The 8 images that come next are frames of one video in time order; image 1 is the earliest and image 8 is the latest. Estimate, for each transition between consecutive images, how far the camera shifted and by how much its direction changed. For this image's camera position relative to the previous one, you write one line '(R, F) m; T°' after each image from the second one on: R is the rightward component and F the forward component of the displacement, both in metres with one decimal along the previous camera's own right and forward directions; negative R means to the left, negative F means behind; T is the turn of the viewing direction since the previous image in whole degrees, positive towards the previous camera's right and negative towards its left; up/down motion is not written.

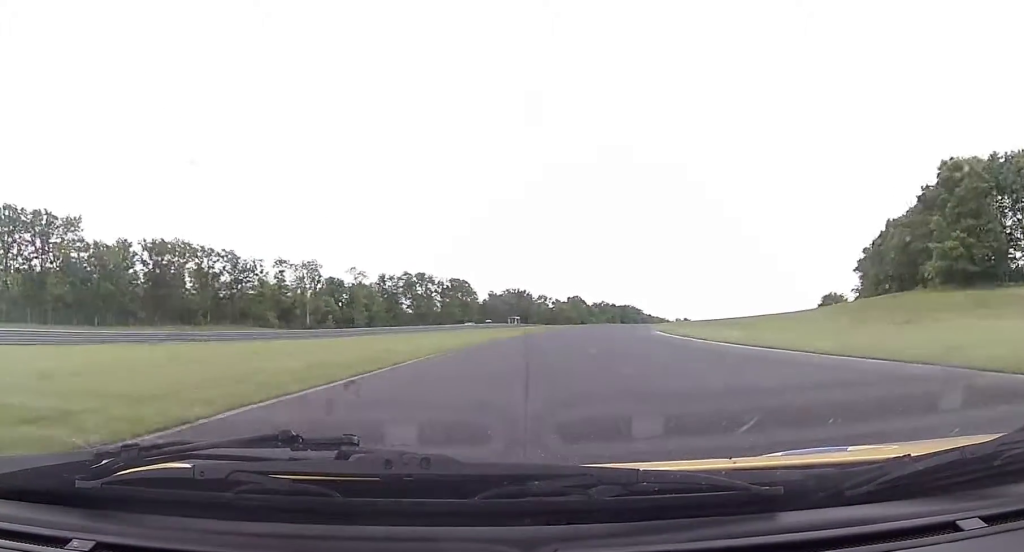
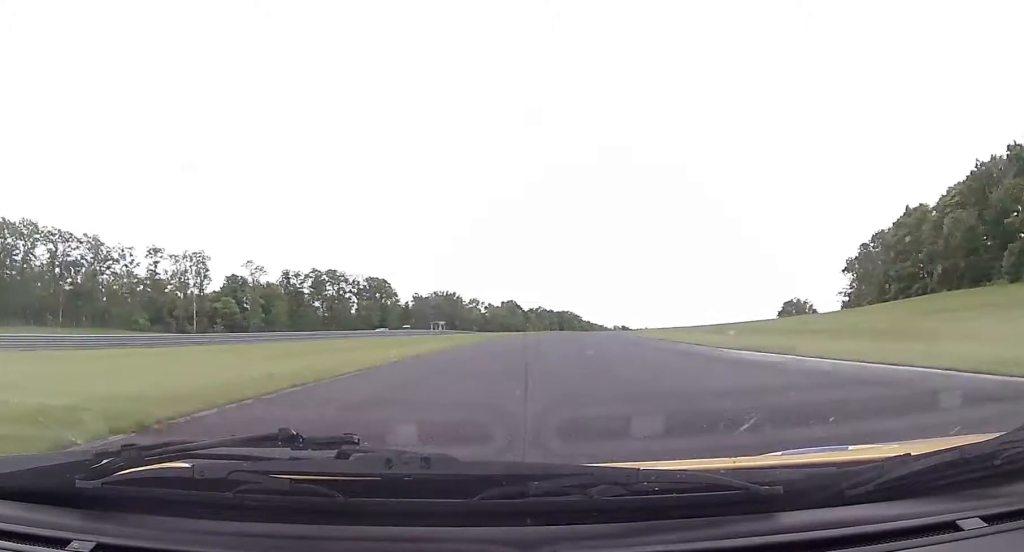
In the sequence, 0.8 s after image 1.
(+1.0, +31.1) m; +5°
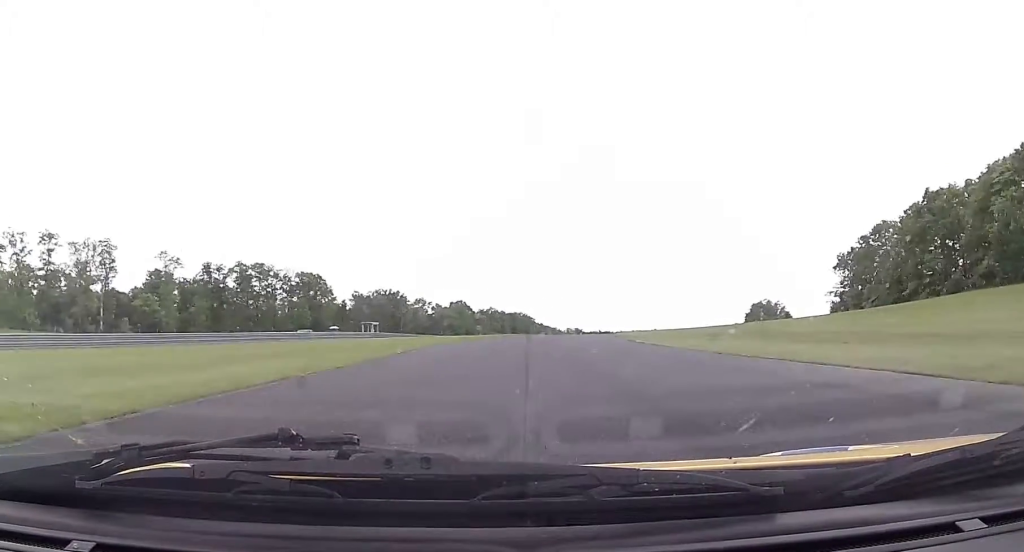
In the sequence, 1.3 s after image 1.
(+1.1, +20.1) m; +3°
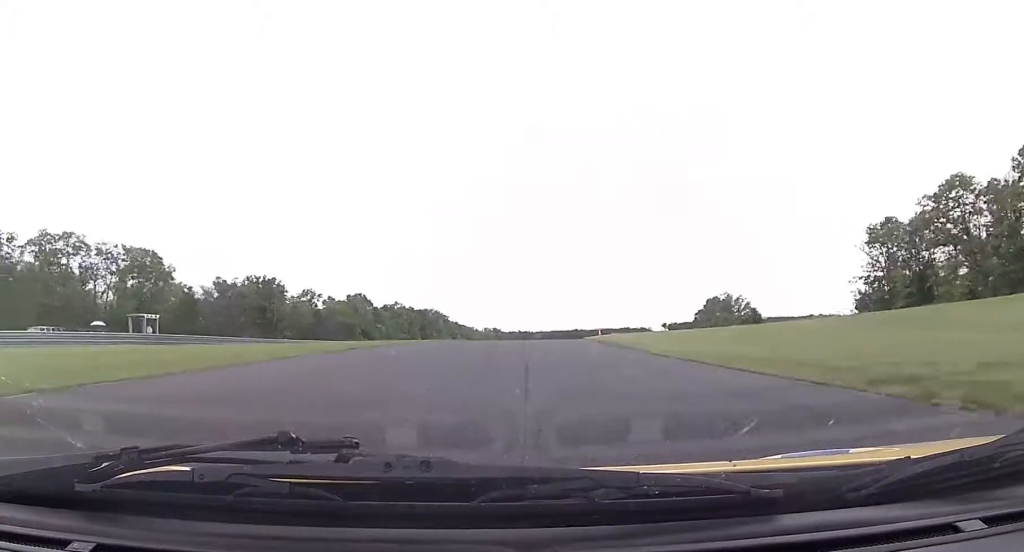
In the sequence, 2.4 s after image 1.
(+2.7, +47.0) m; +7°
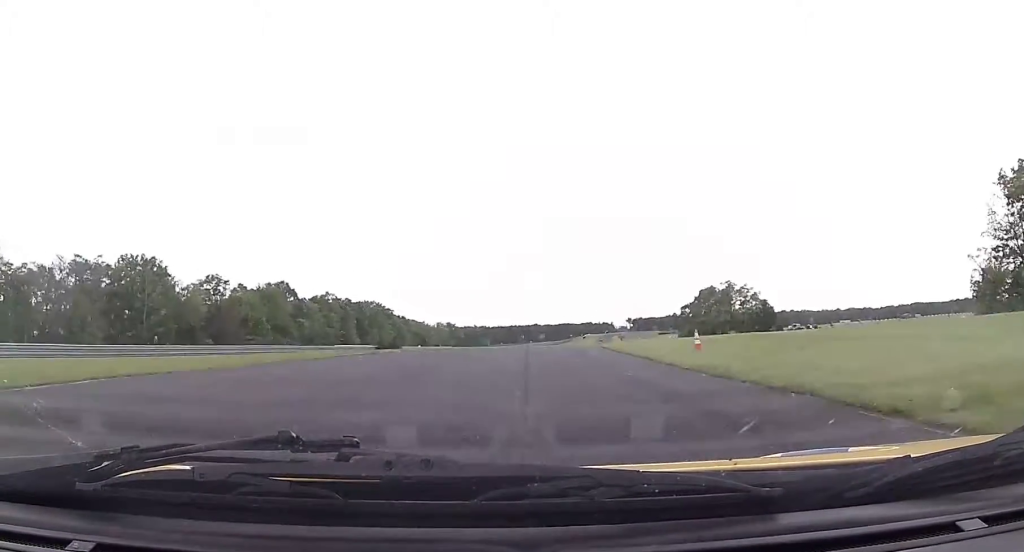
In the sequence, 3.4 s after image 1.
(+2.4, +43.3) m; +5°
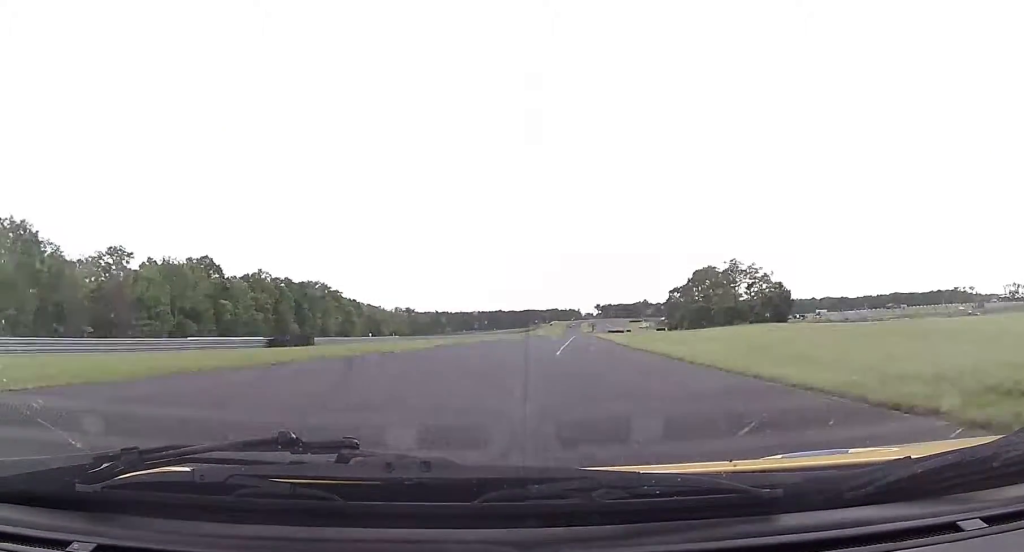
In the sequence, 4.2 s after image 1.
(+0.9, +32.2) m; +2°
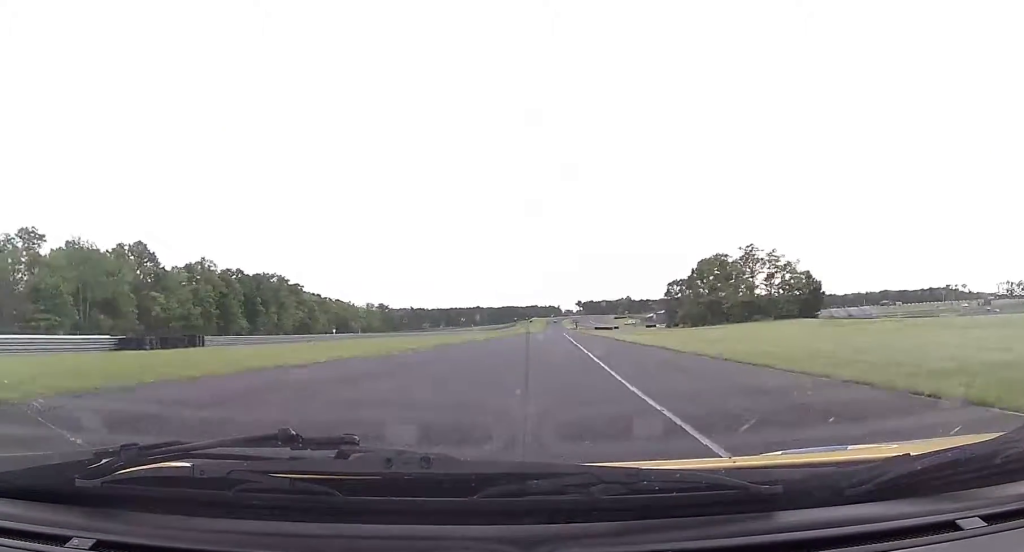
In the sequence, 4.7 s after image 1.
(+0.1, +25.0) m; +1°
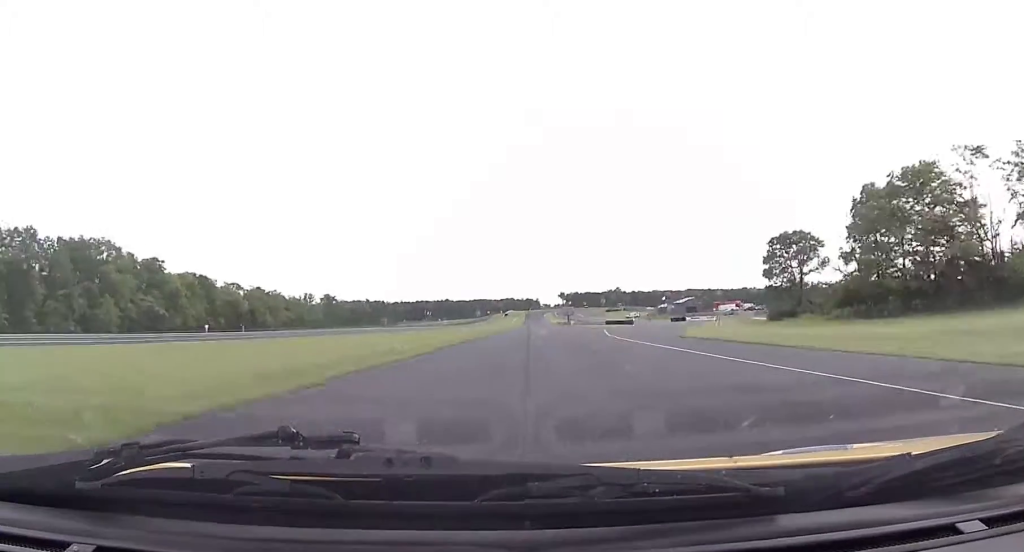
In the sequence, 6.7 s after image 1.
(+4.0, +87.2) m; +4°
